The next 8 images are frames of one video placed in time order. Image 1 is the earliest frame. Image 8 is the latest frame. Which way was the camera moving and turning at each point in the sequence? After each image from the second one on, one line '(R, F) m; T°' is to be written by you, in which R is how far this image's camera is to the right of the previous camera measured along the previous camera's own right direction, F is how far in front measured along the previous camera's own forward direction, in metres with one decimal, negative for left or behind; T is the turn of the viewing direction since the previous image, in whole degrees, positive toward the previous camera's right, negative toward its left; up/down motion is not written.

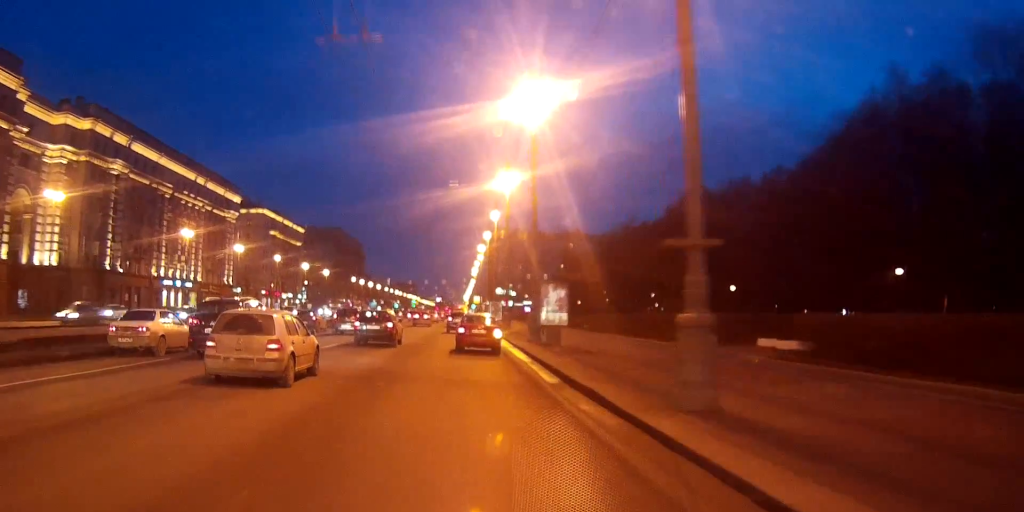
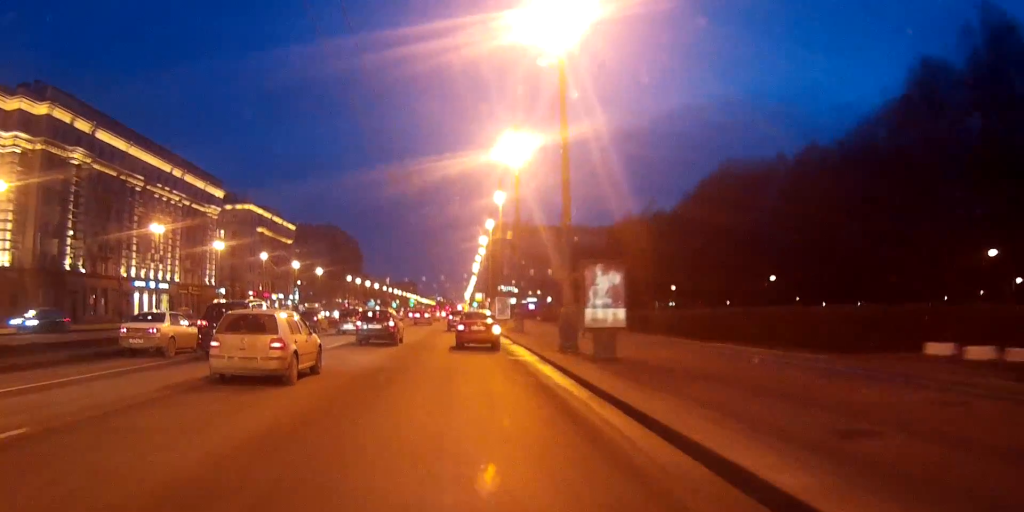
(0.0, +11.4) m; 0°
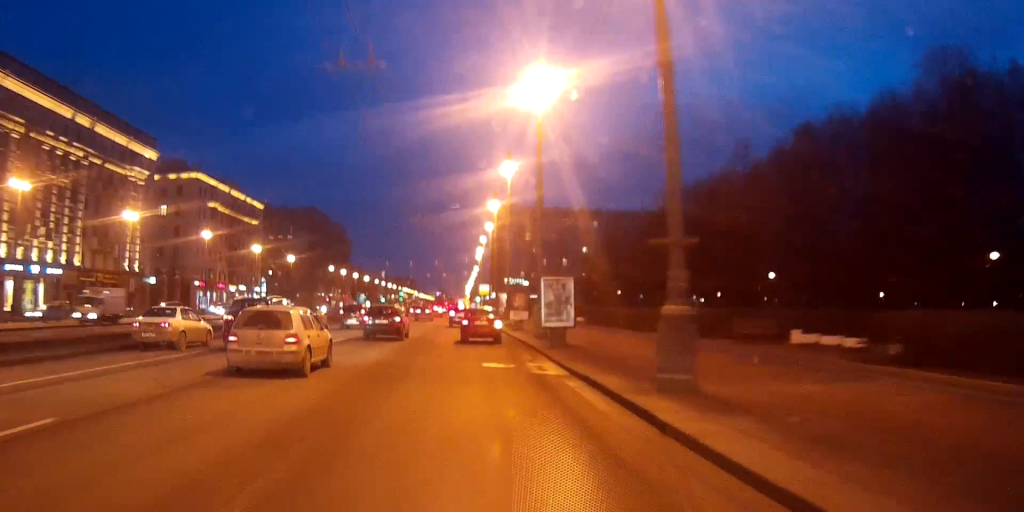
(0.0, +35.4) m; 0°
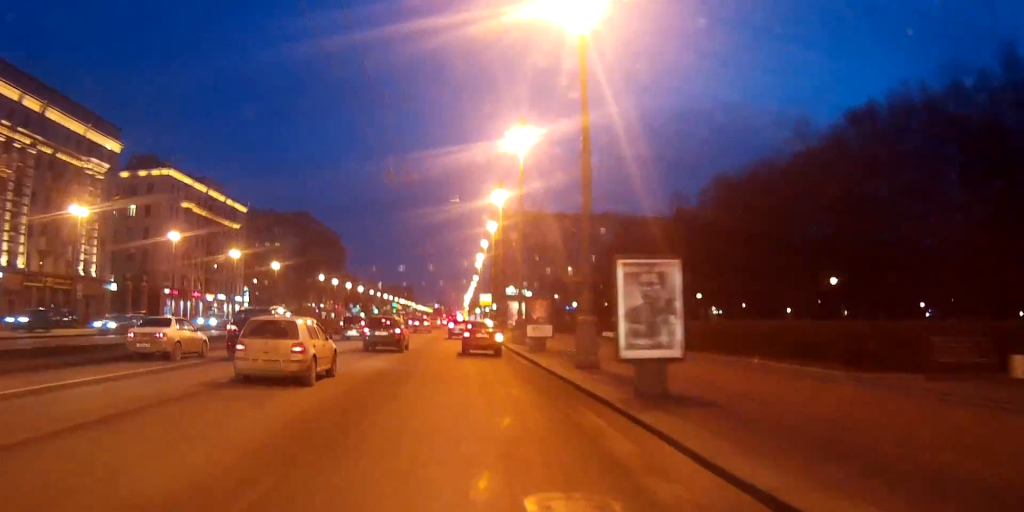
(0.0, +13.4) m; 0°
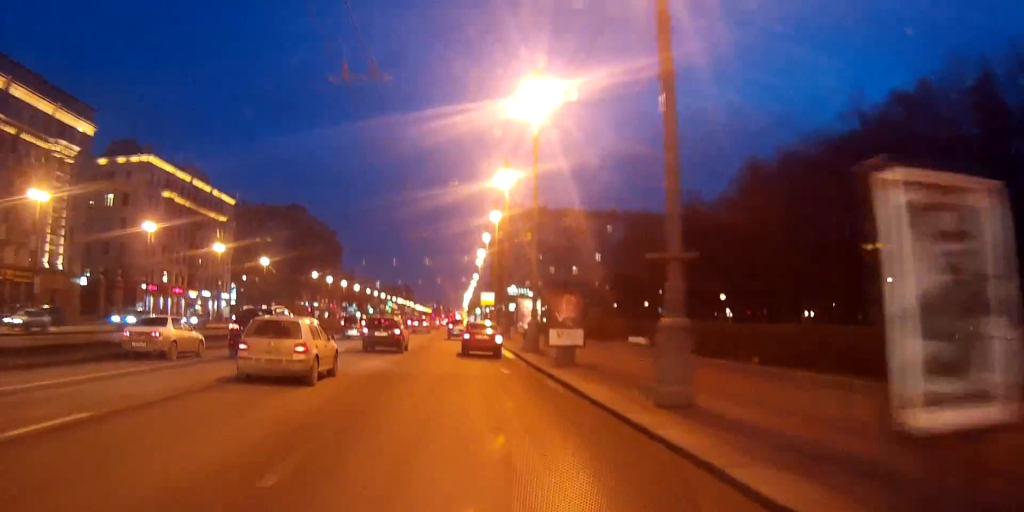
(0.0, +8.9) m; 0°
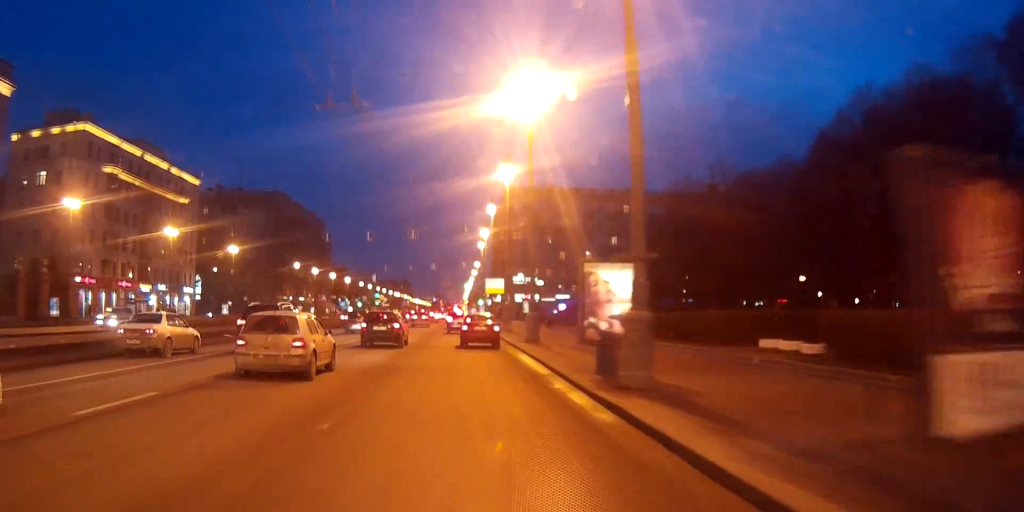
(-0.1, +21.0) m; 0°
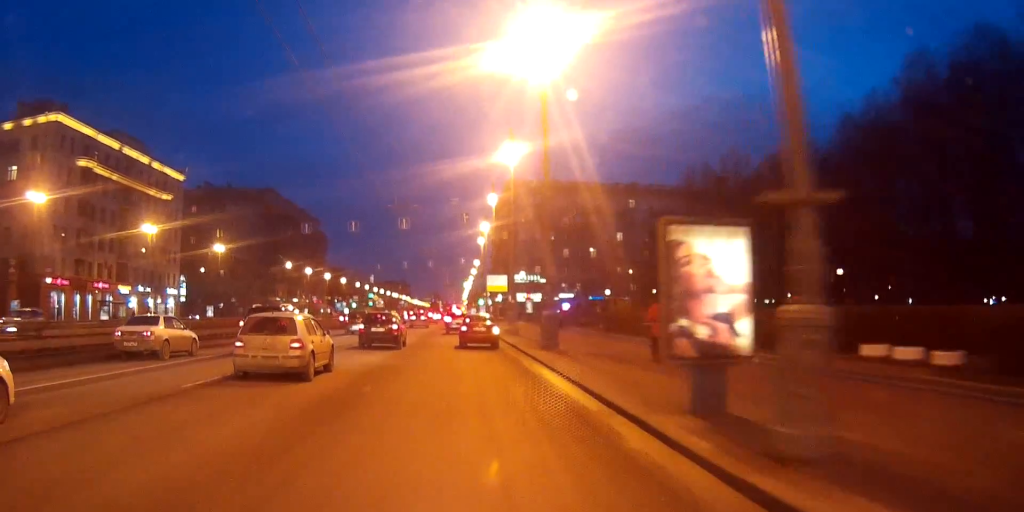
(0.0, +7.3) m; 0°
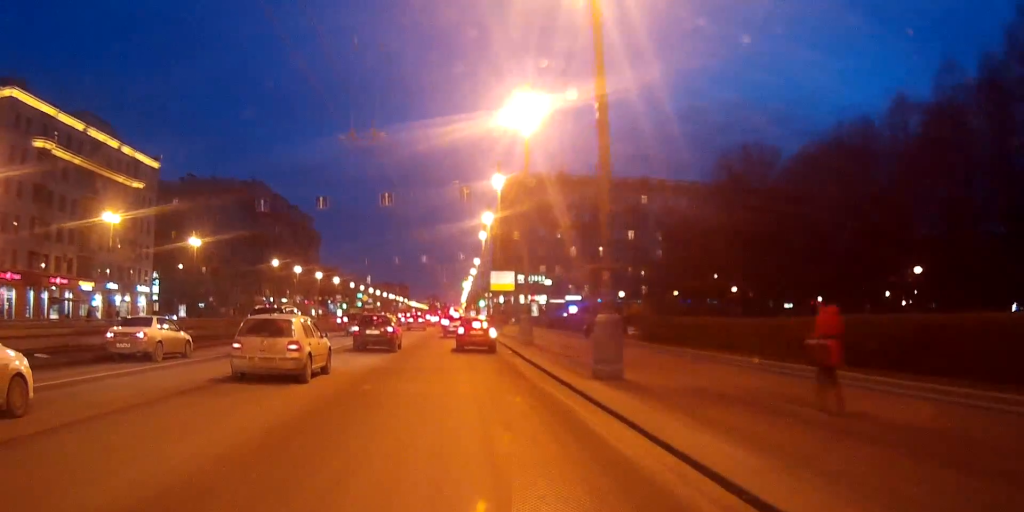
(+0.1, +11.6) m; 0°
